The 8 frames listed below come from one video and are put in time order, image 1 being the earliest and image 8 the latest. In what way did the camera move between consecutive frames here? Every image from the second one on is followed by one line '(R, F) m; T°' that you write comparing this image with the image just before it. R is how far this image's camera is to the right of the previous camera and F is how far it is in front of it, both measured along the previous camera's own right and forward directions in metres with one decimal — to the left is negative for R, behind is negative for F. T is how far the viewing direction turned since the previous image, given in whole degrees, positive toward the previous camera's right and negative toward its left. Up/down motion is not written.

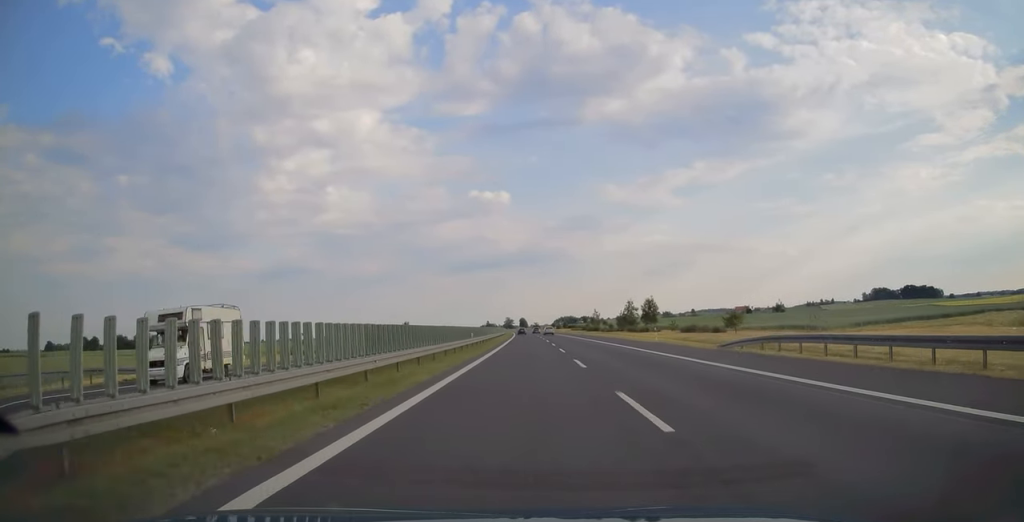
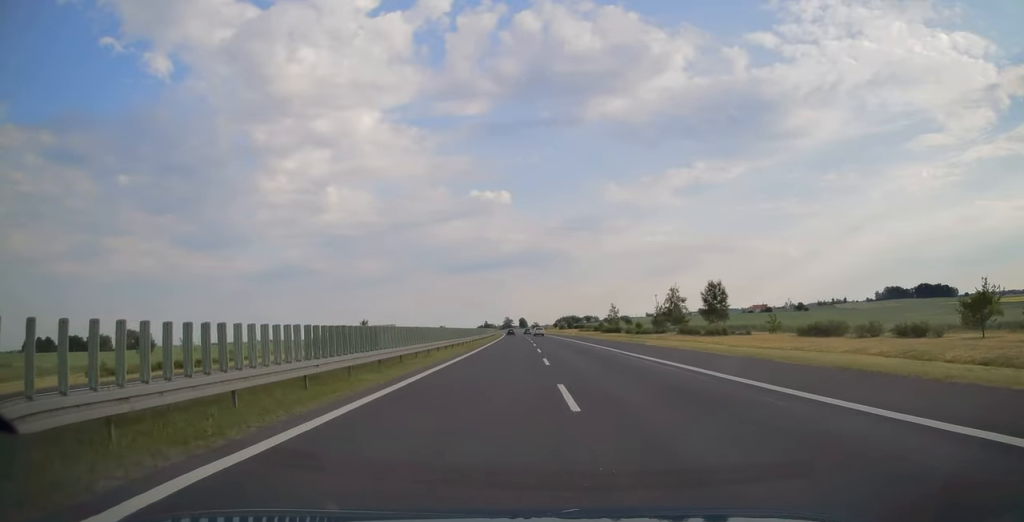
(-0.1, +46.1) m; 0°
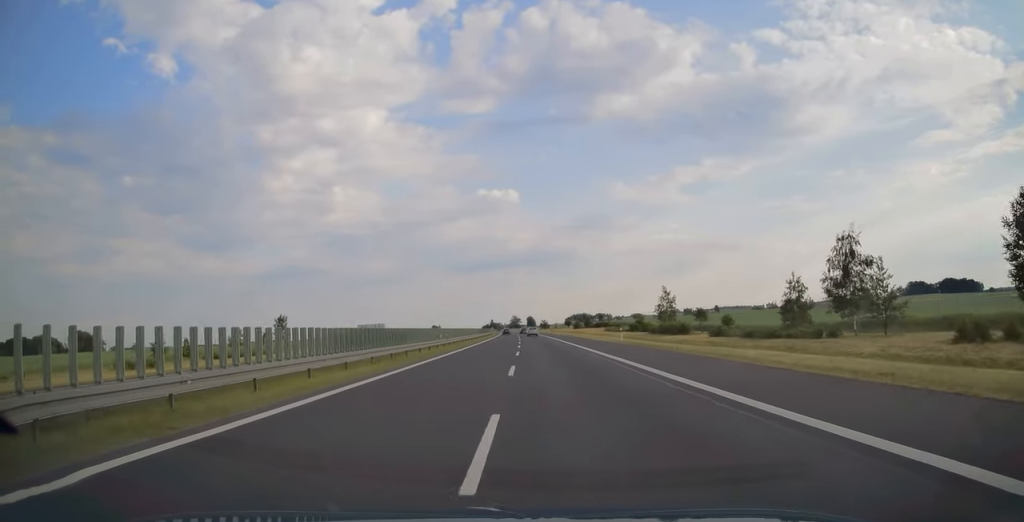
(-0.1, +52.6) m; 0°
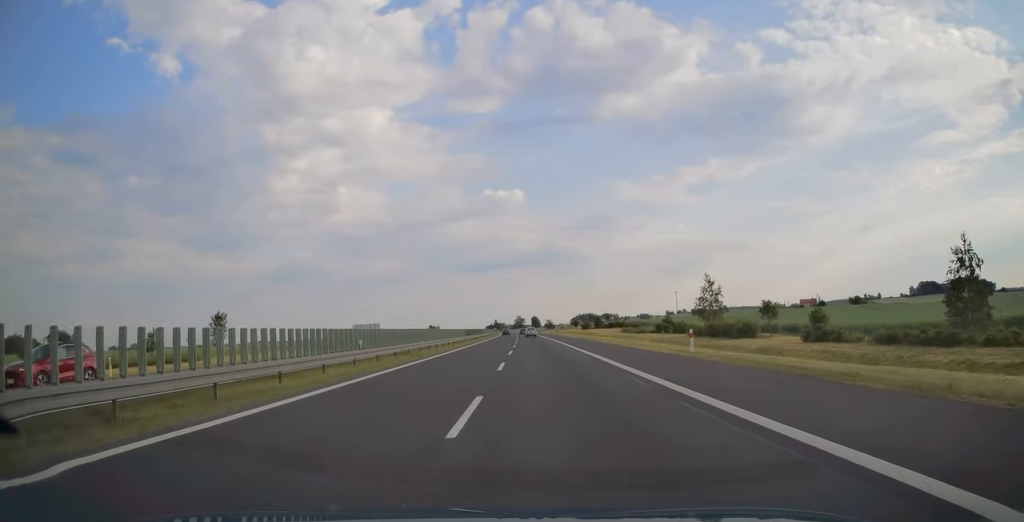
(-0.1, +21.5) m; 0°
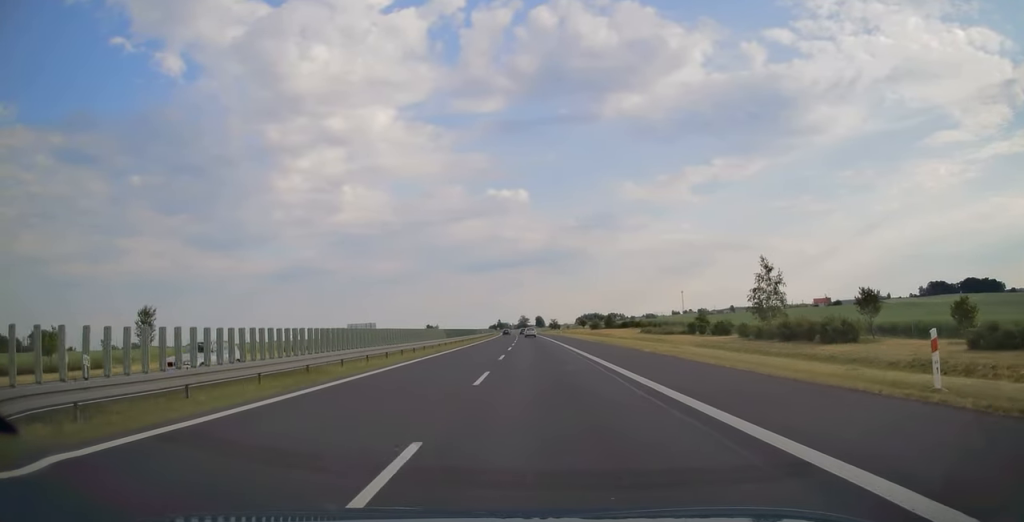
(0.0, +16.9) m; 0°
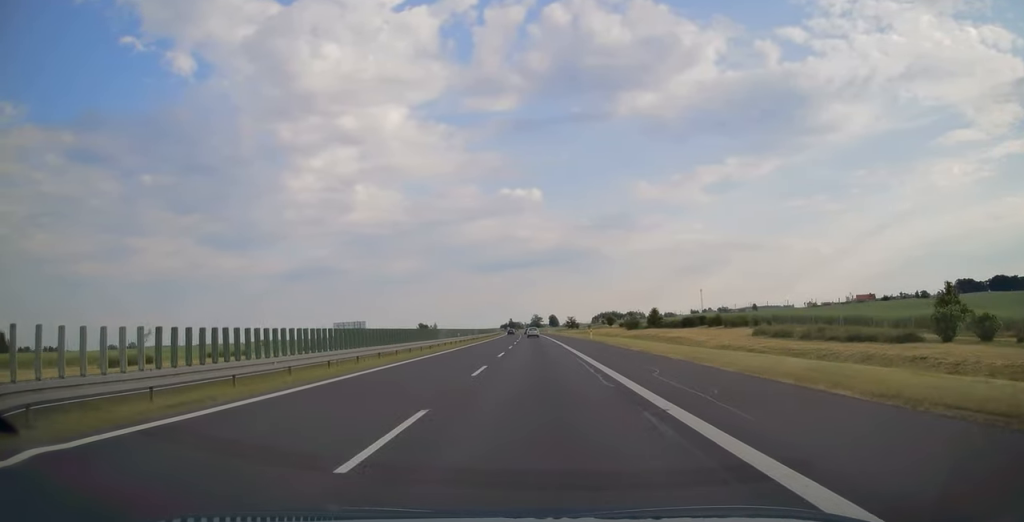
(-0.3, +44.9) m; -1°
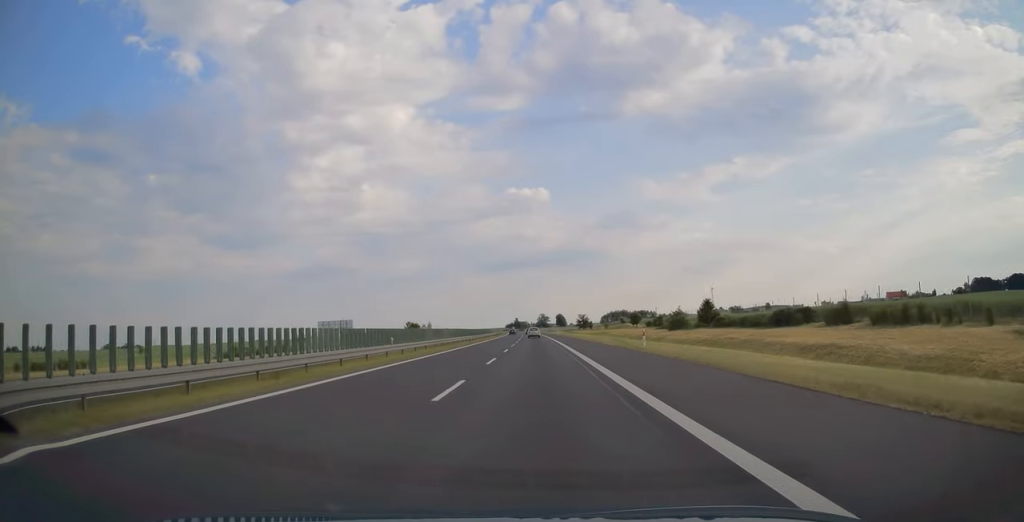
(-0.2, +30.2) m; -1°
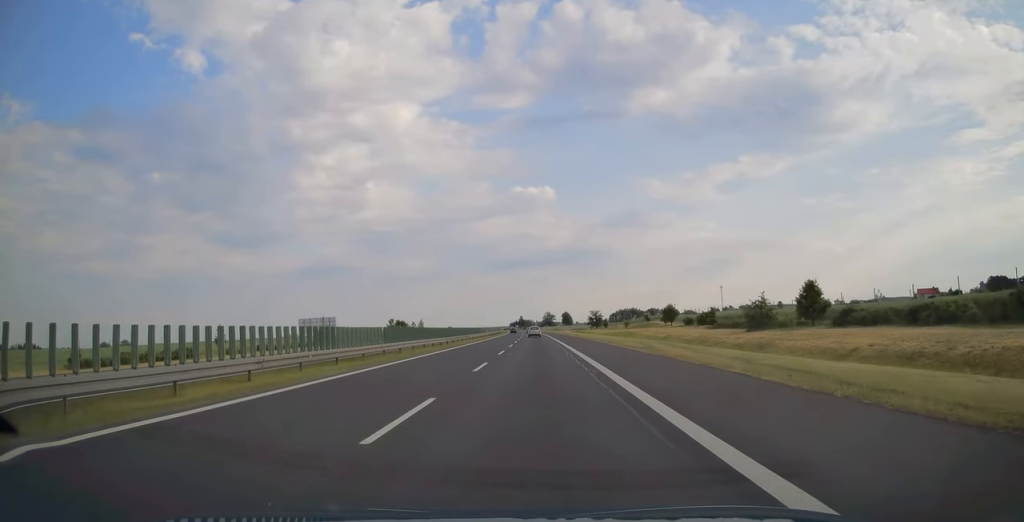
(-0.2, +28.5) m; -1°
